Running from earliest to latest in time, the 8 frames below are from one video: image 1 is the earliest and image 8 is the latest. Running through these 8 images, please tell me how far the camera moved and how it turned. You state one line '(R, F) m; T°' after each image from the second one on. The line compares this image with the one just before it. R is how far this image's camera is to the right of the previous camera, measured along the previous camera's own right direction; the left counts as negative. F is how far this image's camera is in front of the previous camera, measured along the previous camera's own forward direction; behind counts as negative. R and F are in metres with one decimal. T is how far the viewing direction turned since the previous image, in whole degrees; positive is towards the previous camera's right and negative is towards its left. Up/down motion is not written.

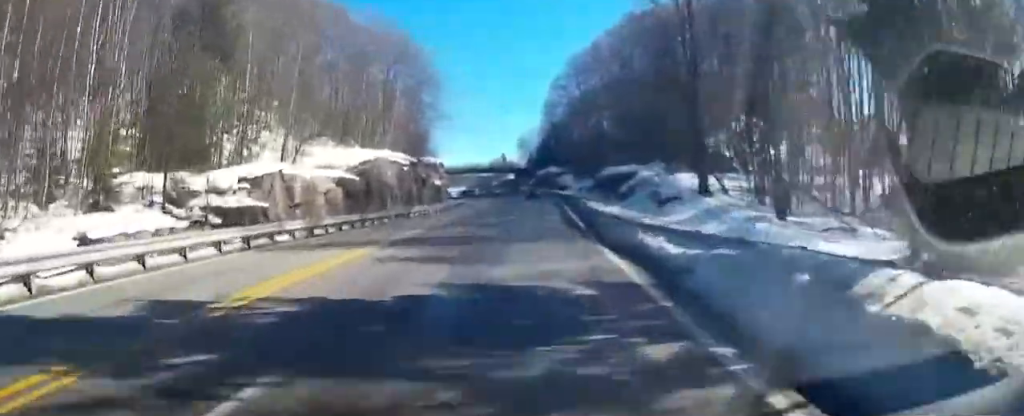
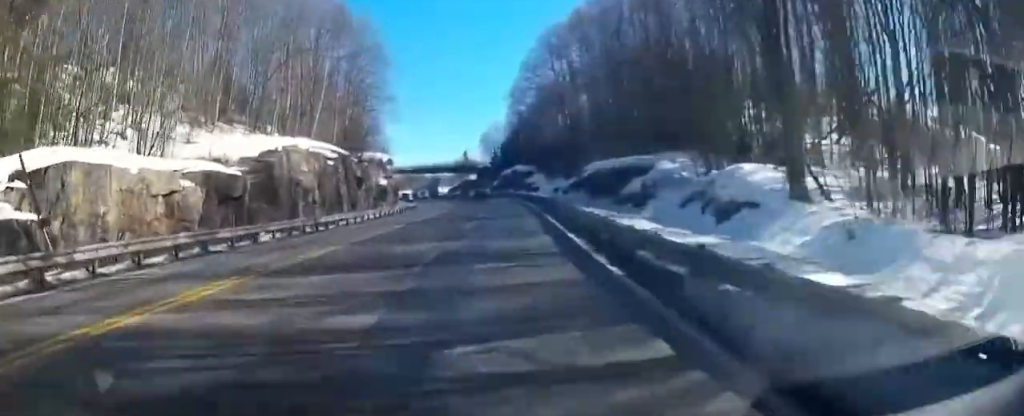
(+0.3, +13.9) m; +2°
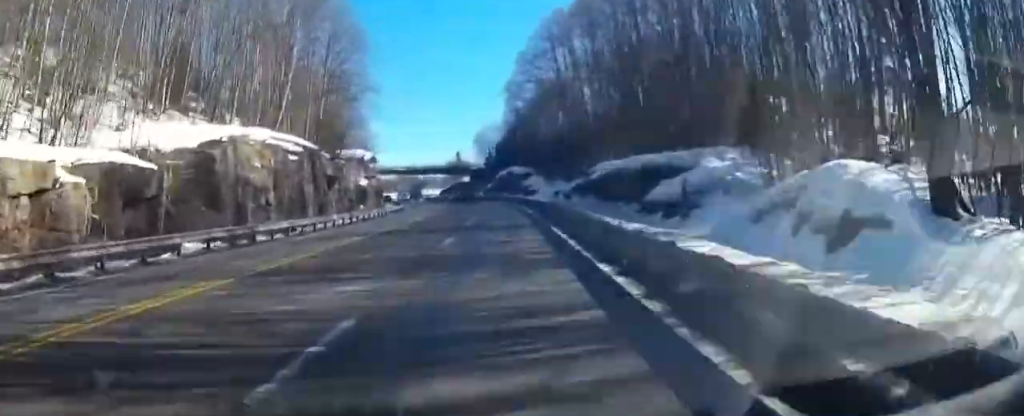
(0.0, +6.9) m; +1°
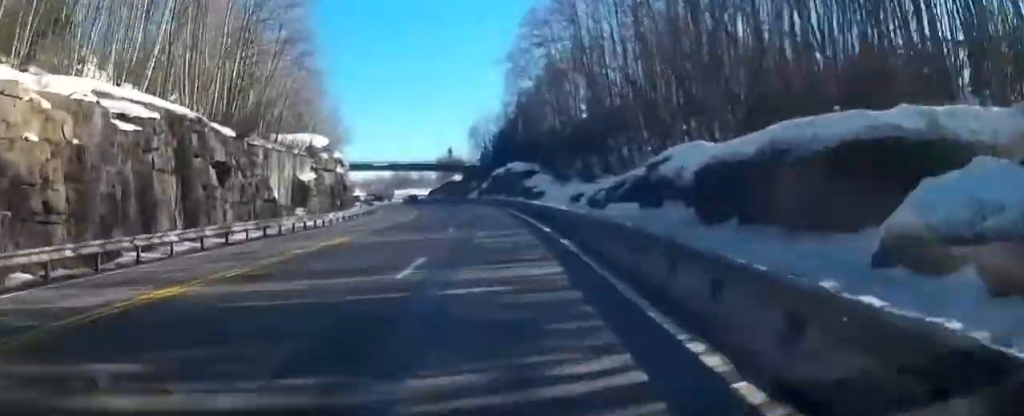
(0.0, +16.7) m; +1°
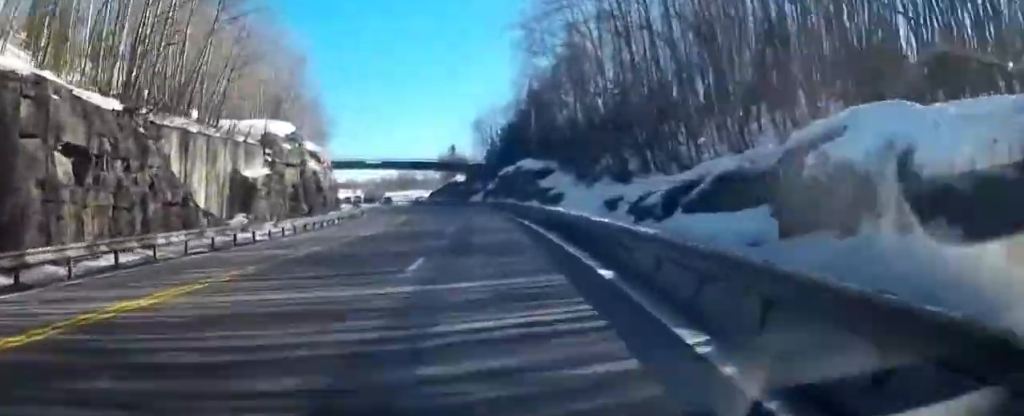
(0.0, +10.5) m; +1°
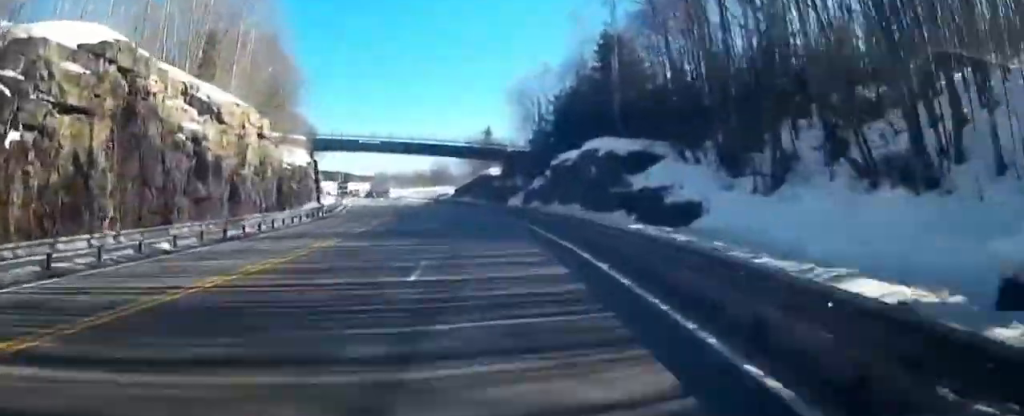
(-0.8, +24.9) m; -6°
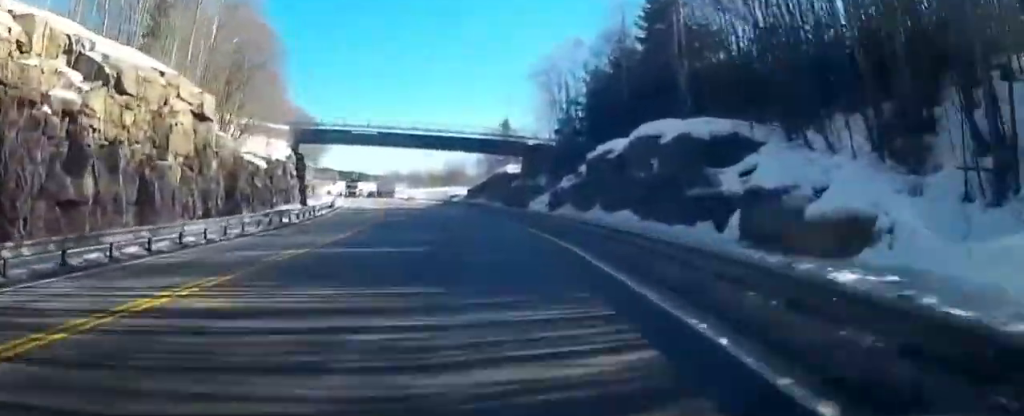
(-0.5, +9.4) m; -2°
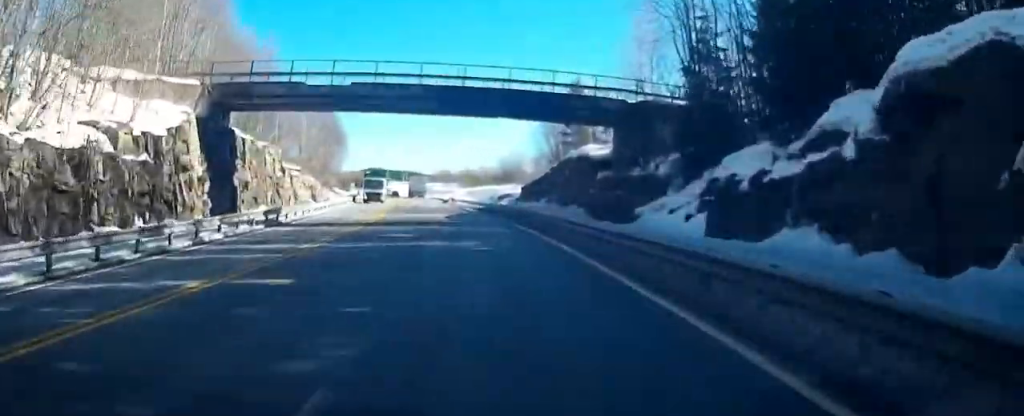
(-0.5, +23.4) m; -4°
